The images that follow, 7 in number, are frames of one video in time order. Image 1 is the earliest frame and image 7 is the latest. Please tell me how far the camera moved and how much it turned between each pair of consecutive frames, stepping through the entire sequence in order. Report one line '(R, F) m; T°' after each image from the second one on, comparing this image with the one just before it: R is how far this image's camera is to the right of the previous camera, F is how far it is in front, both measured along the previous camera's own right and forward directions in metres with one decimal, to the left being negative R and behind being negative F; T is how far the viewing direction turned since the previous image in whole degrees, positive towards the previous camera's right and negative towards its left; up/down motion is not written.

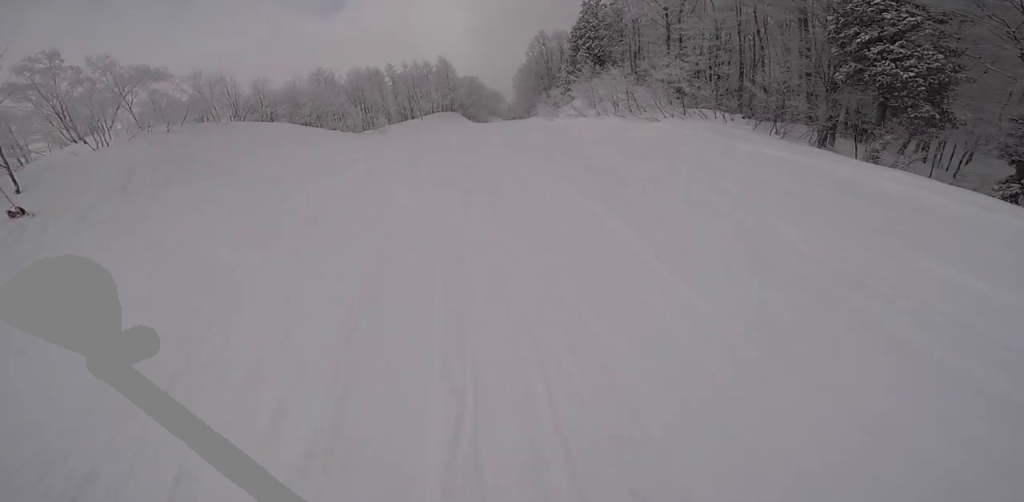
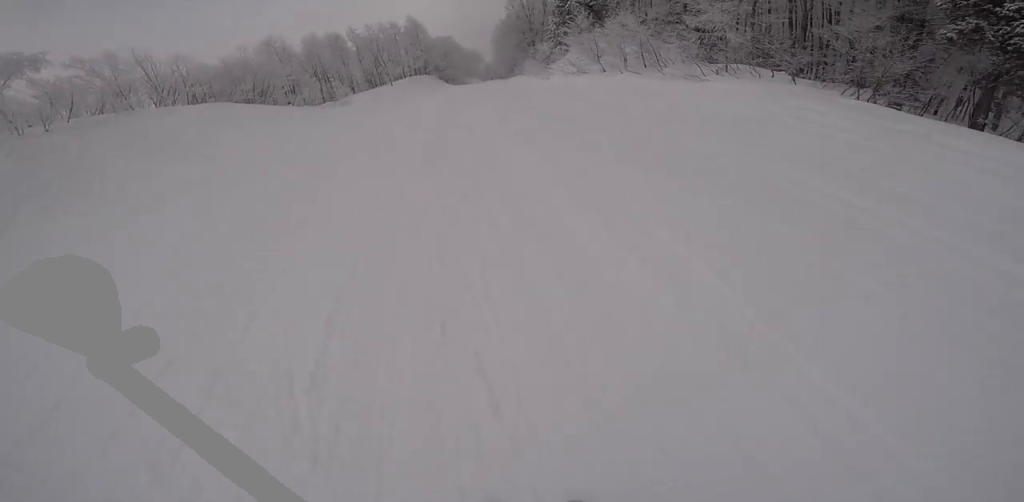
(-0.2, +5.0) m; 0°
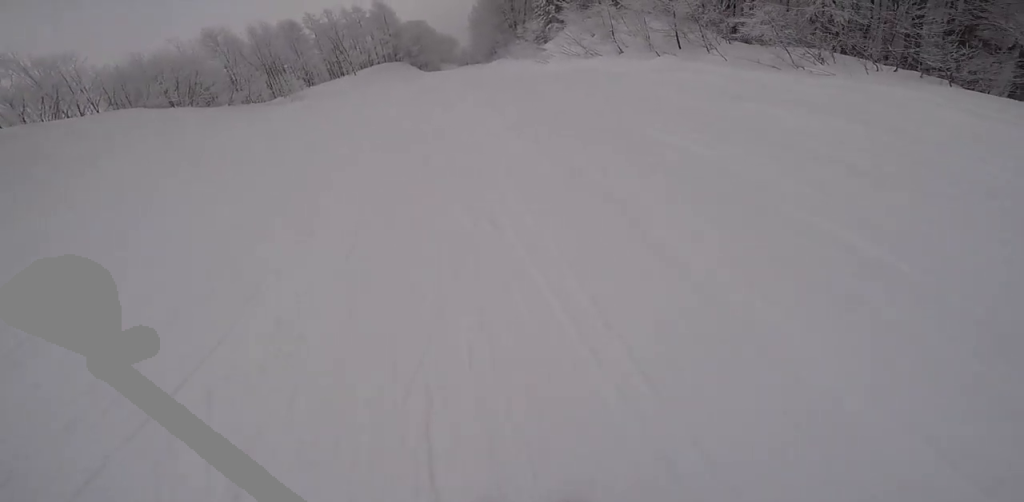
(+0.2, +5.5) m; +2°
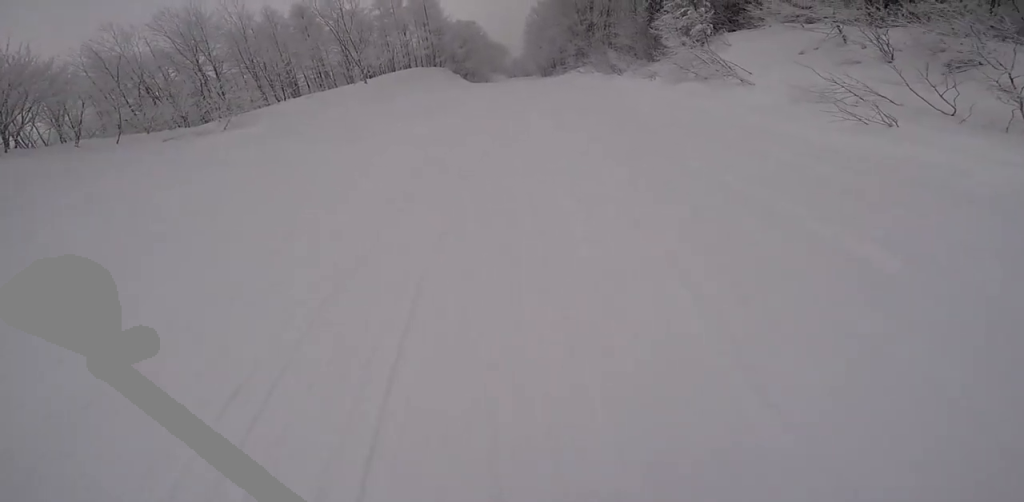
(+0.3, +16.0) m; +1°
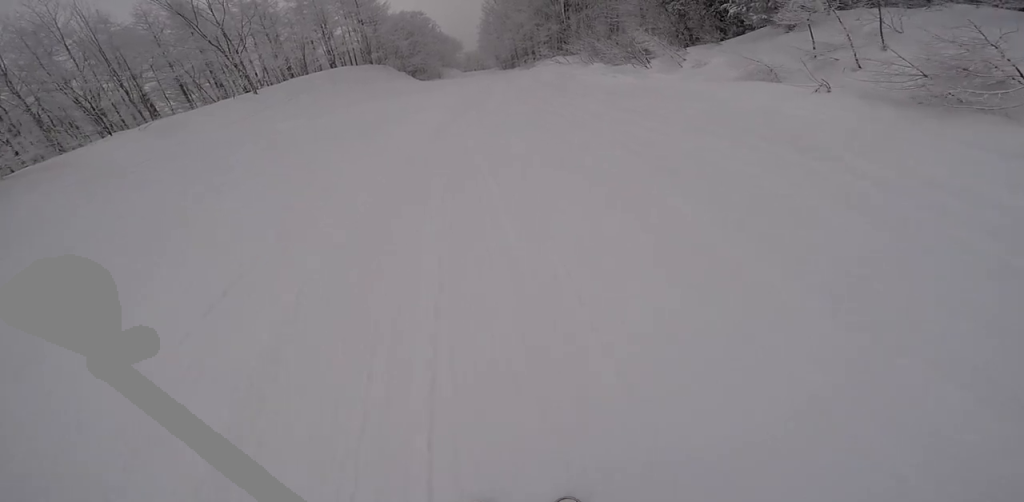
(0.0, +9.2) m; 0°
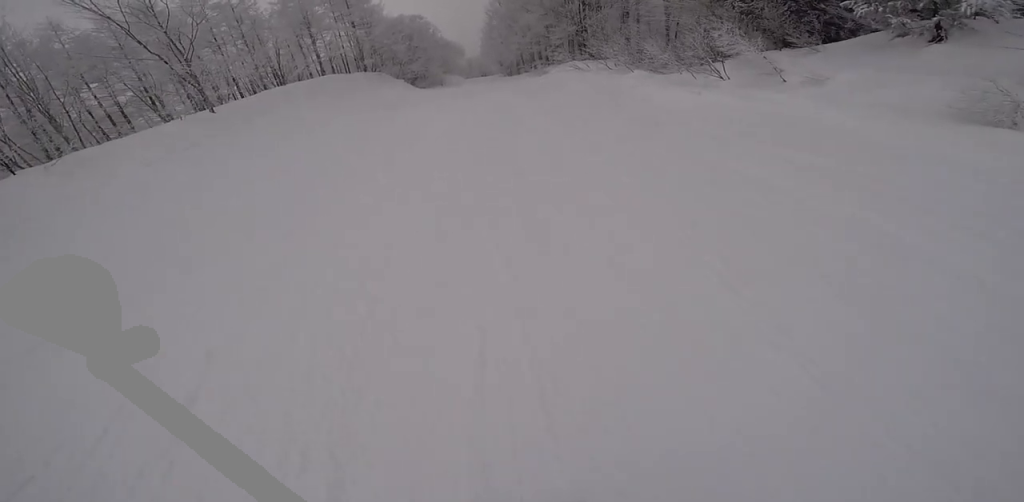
(0.0, +4.6) m; 0°
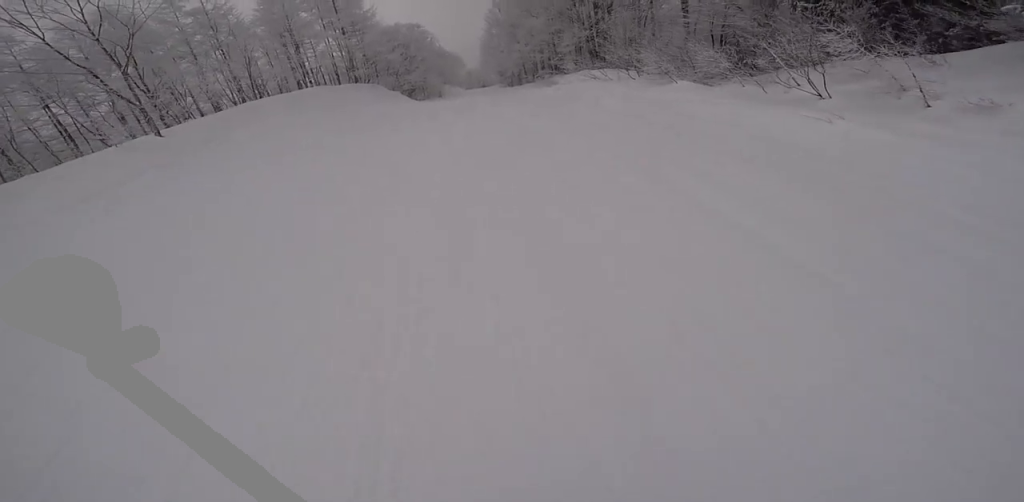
(0.0, +3.5) m; 0°
